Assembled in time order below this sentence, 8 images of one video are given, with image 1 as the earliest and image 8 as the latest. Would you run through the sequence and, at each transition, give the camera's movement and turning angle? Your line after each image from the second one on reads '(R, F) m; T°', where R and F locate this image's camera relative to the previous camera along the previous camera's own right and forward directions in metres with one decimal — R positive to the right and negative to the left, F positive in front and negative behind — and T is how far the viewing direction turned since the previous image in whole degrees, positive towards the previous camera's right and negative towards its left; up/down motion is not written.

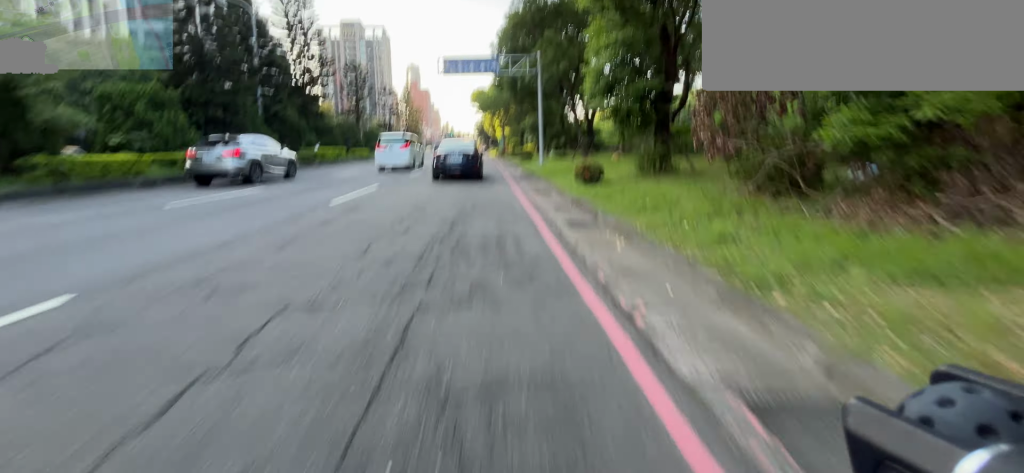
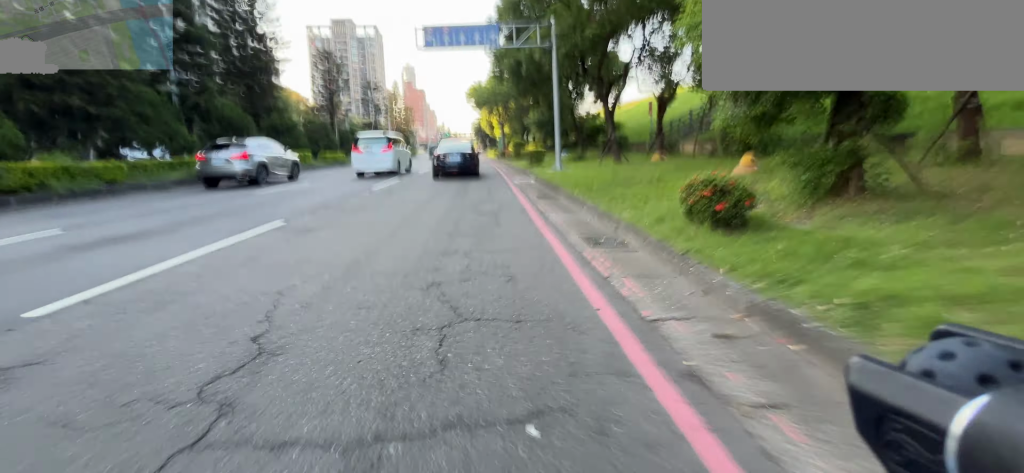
(0.0, +6.7) m; 0°
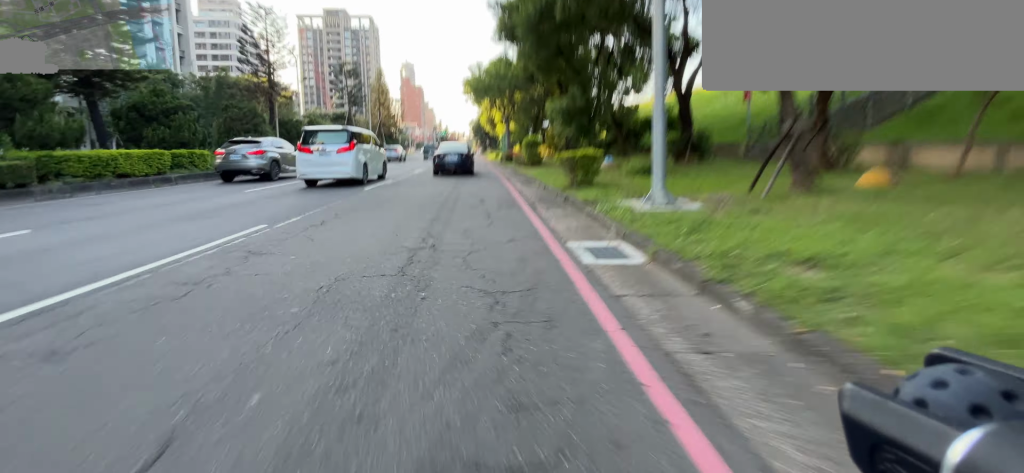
(0.0, +10.9) m; -1°
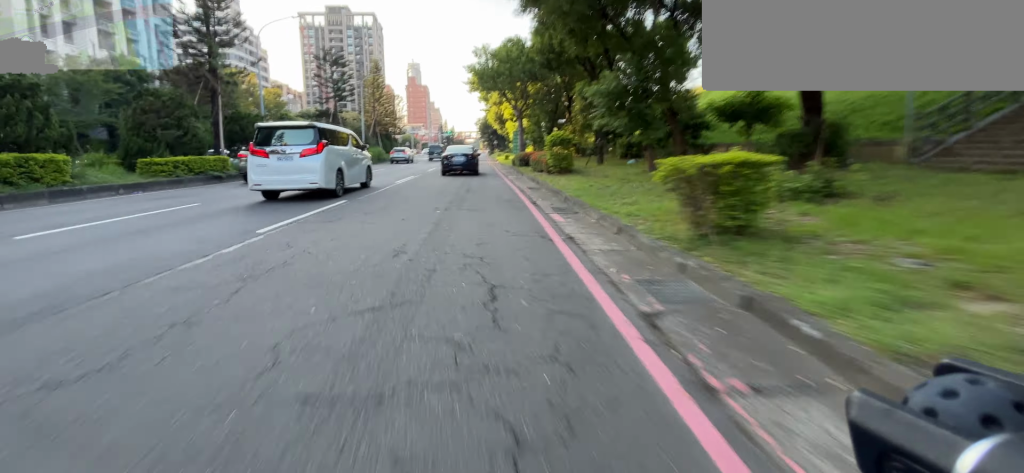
(0.0, +6.7) m; -1°
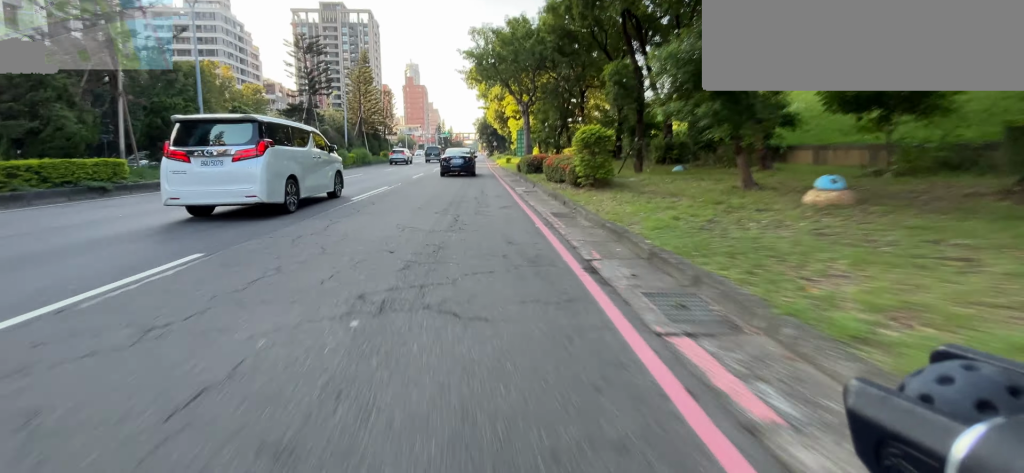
(-0.1, +5.5) m; -1°
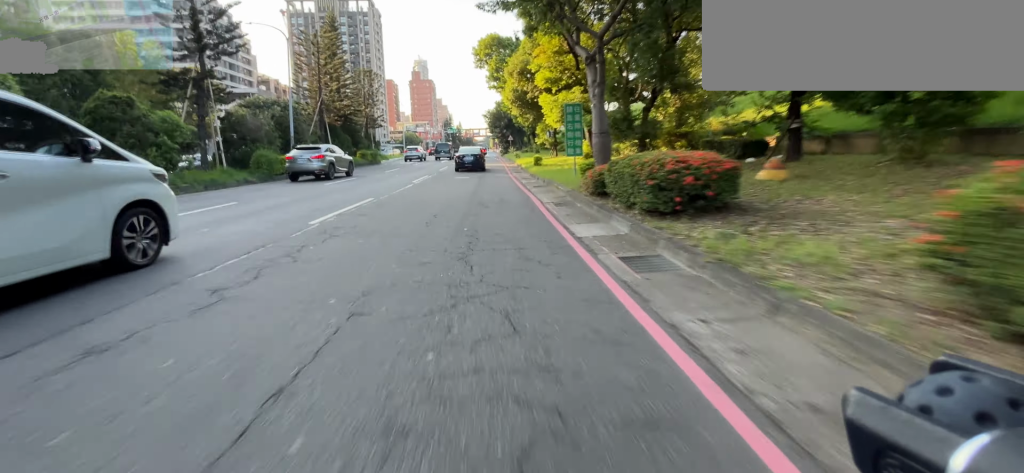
(-0.1, +14.3) m; 0°
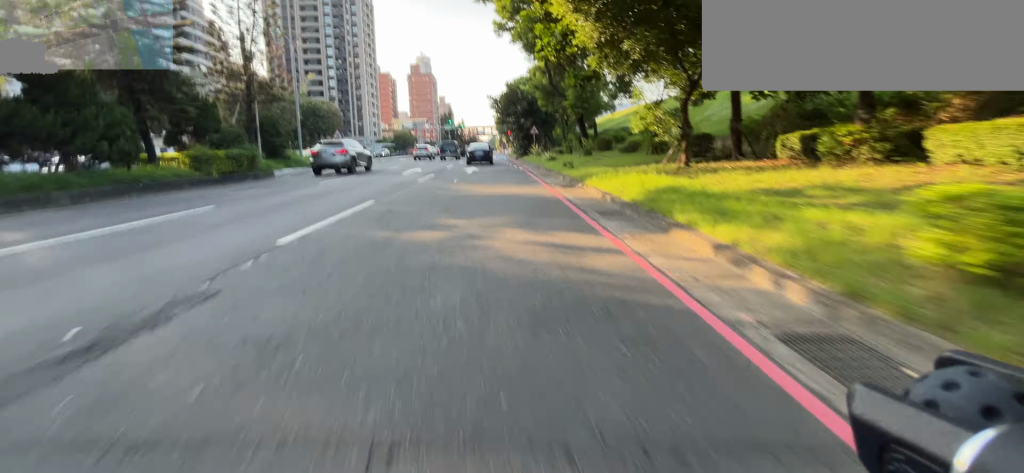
(0.0, +22.3) m; 0°
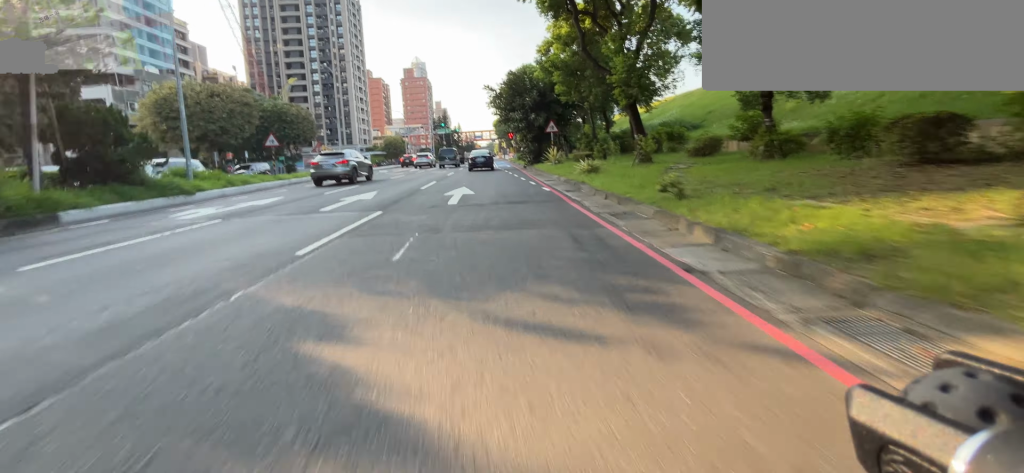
(0.0, +10.0) m; 0°
